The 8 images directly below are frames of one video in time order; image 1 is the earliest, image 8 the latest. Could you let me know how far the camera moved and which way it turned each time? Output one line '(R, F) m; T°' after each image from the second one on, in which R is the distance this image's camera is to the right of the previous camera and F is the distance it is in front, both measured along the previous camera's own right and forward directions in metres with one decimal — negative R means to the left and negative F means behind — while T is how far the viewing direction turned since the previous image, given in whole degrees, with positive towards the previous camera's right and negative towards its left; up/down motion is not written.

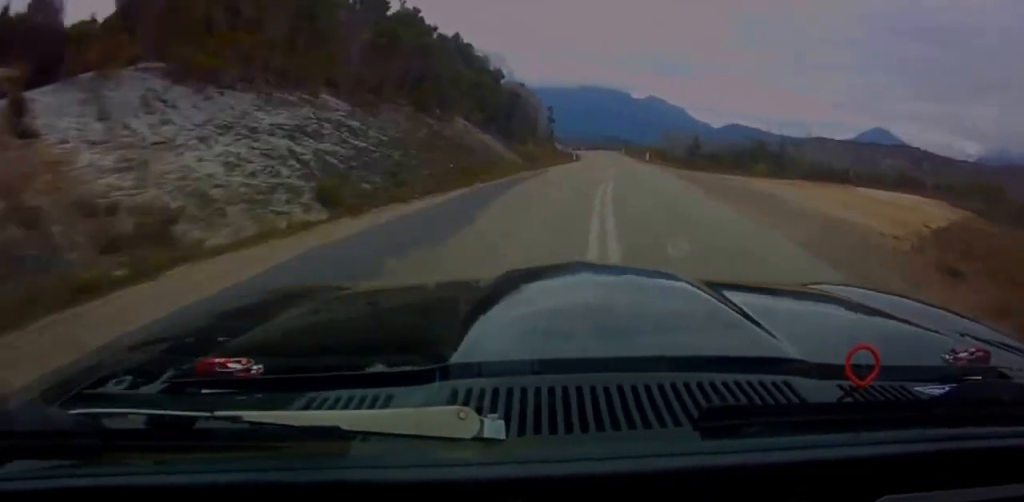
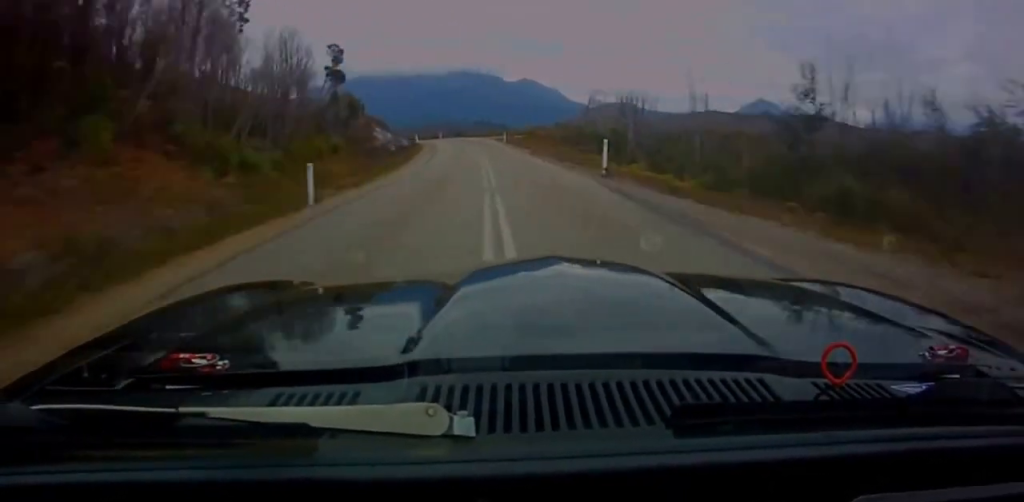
(+0.4, +55.7) m; 0°
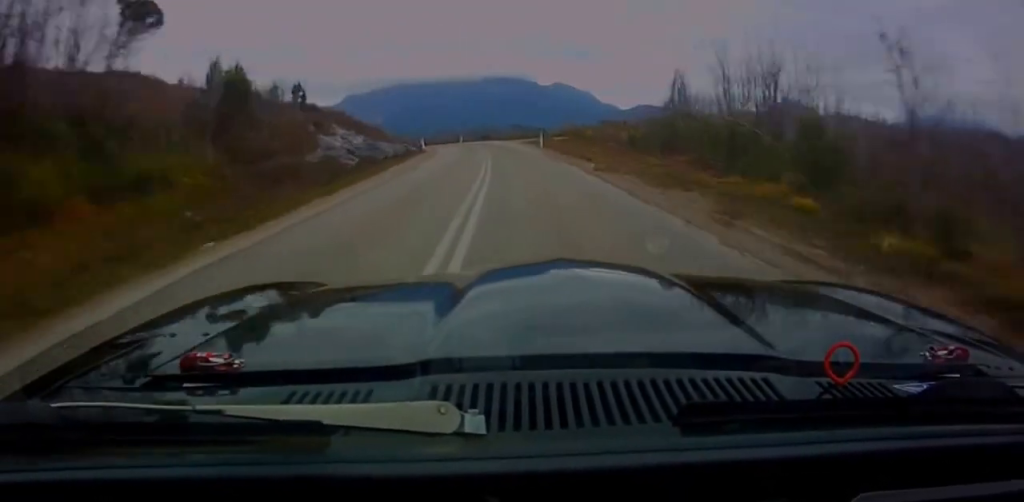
(+1.7, +25.2) m; -9°
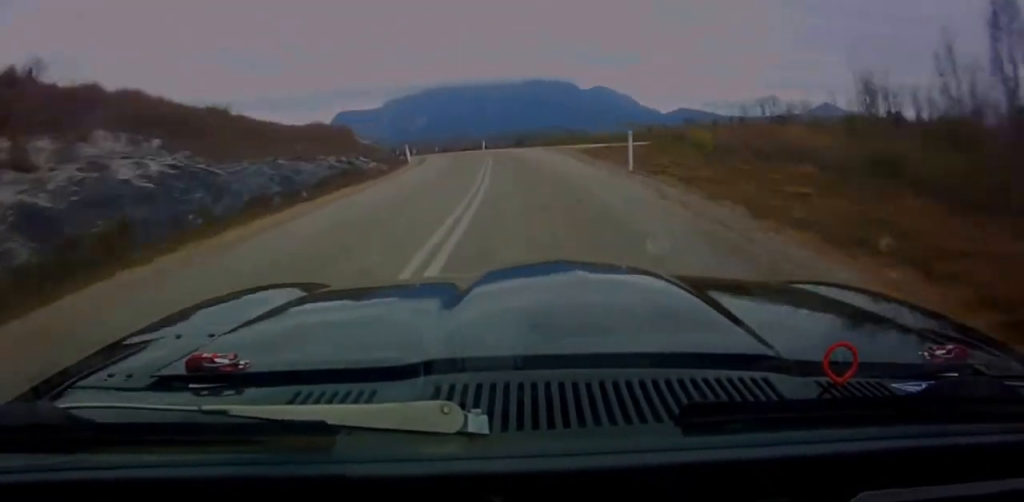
(-5.2, +25.0) m; -11°
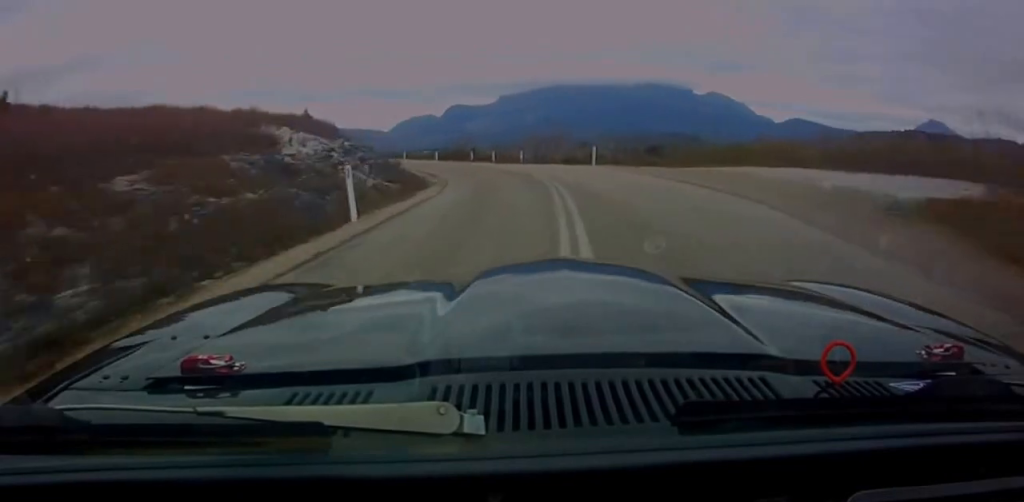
(-2.4, +27.2) m; -5°
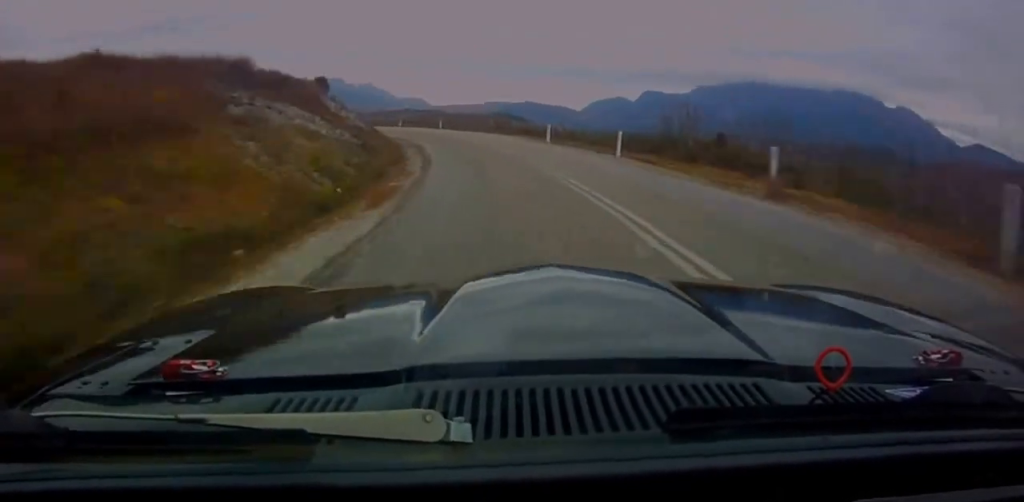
(-0.5, +50.7) m; -1°
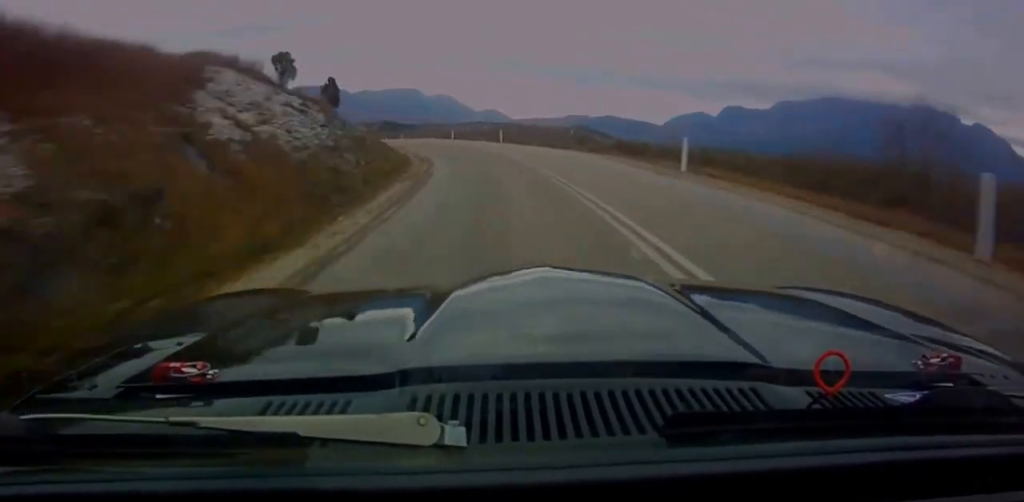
(0.0, +19.5) m; -6°
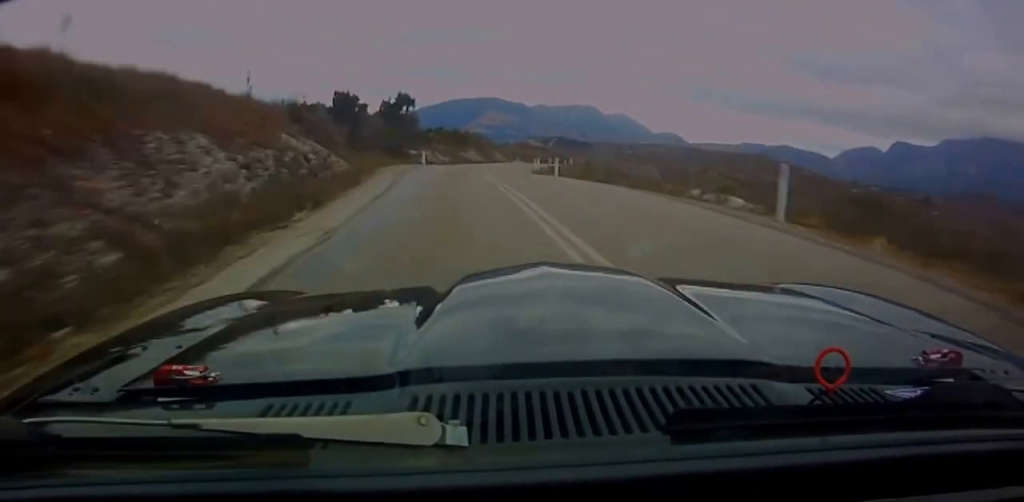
(-9.5, +53.6) m; -15°
